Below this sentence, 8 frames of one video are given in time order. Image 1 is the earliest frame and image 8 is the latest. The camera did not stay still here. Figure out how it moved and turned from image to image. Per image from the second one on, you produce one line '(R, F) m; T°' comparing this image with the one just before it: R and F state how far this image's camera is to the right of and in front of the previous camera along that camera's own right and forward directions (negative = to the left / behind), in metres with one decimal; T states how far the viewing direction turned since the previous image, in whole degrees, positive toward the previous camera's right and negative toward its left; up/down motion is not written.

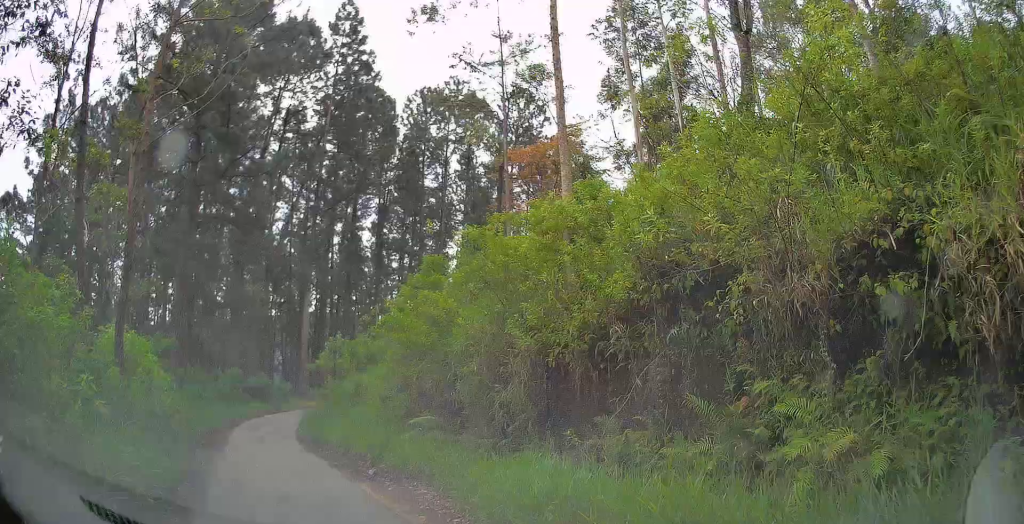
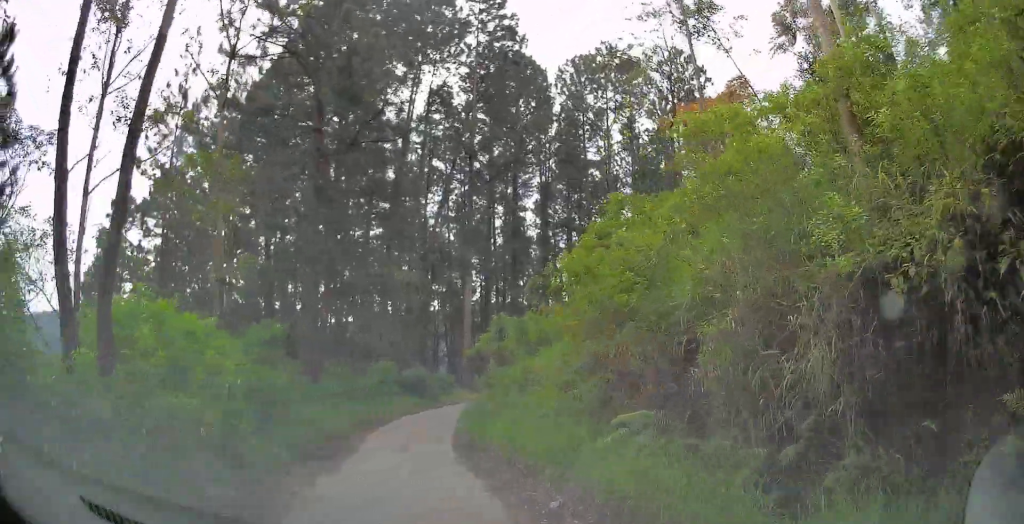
(-0.7, +4.5) m; -12°
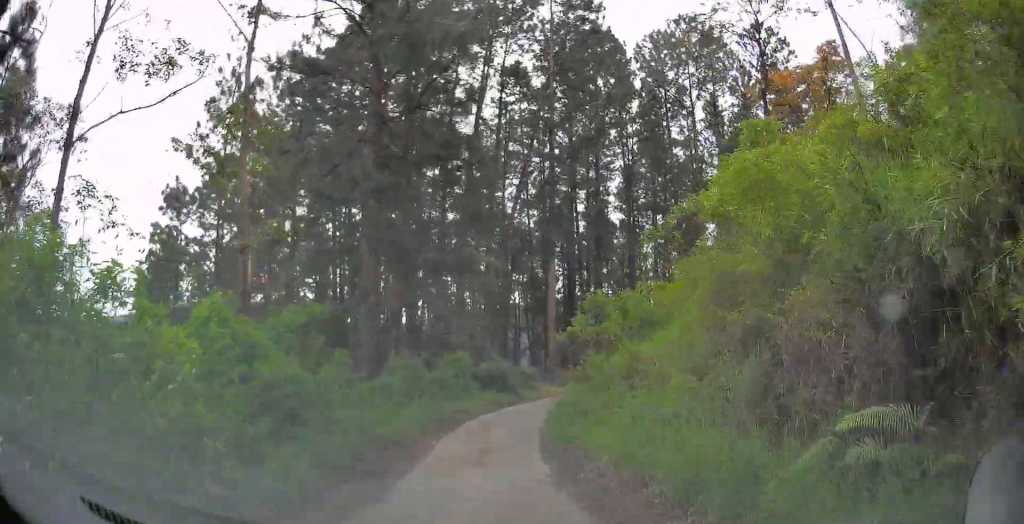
(-0.2, +3.4) m; -8°
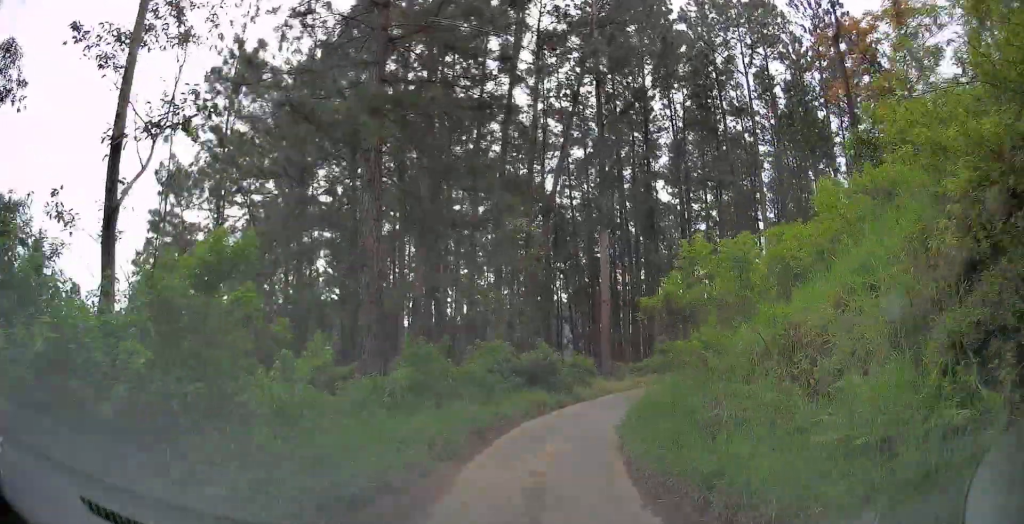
(-0.4, +5.9) m; -4°
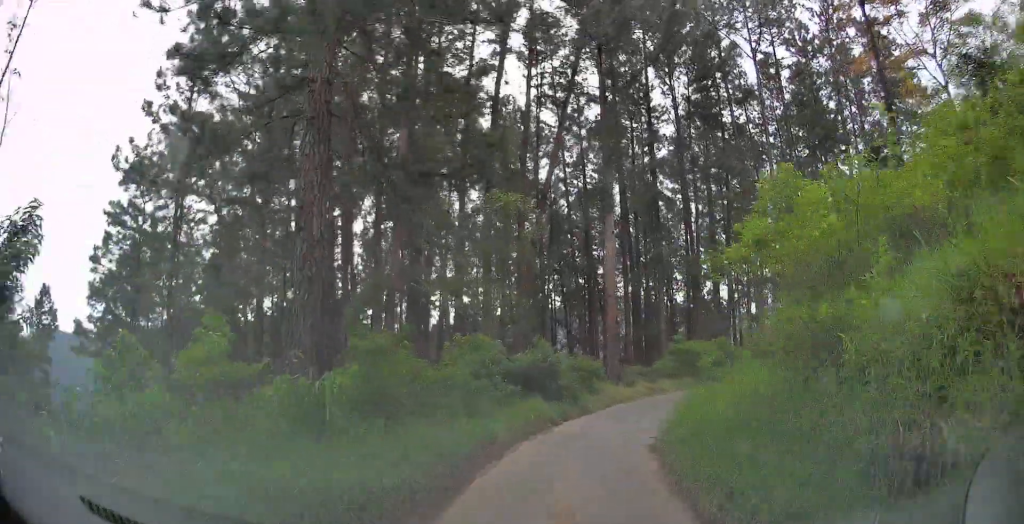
(-0.1, +4.4) m; -1°
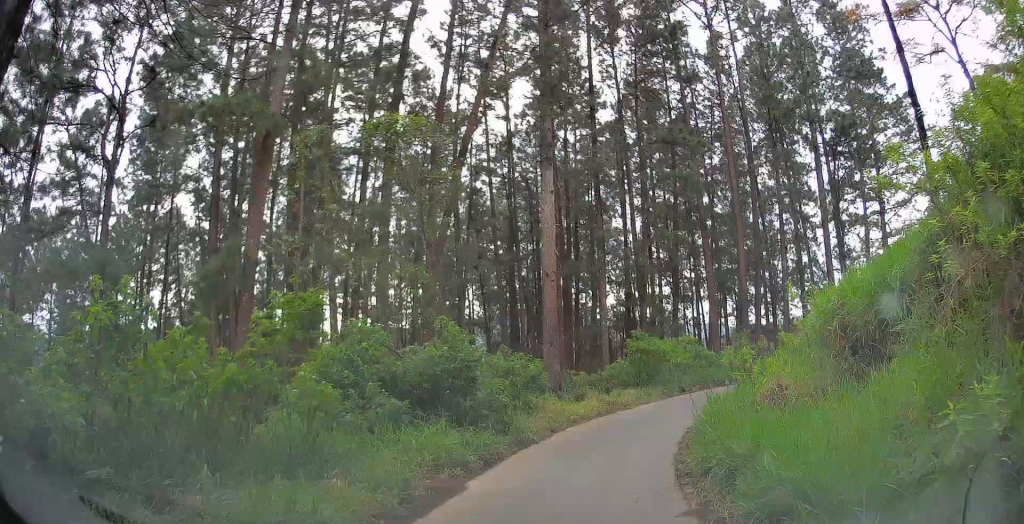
(0.0, +7.3) m; +2°
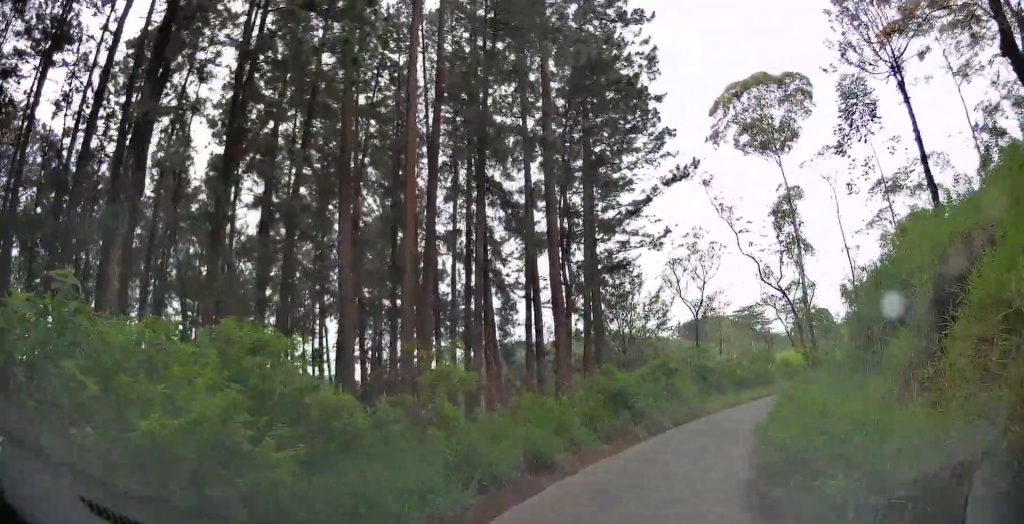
(+3.4, +19.2) m; +32°
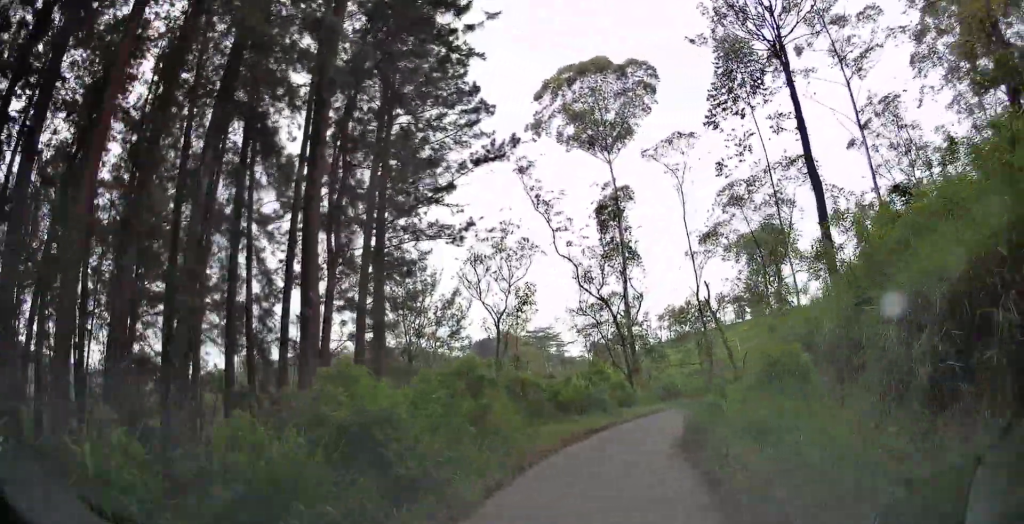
(+1.8, +8.2) m; +18°
